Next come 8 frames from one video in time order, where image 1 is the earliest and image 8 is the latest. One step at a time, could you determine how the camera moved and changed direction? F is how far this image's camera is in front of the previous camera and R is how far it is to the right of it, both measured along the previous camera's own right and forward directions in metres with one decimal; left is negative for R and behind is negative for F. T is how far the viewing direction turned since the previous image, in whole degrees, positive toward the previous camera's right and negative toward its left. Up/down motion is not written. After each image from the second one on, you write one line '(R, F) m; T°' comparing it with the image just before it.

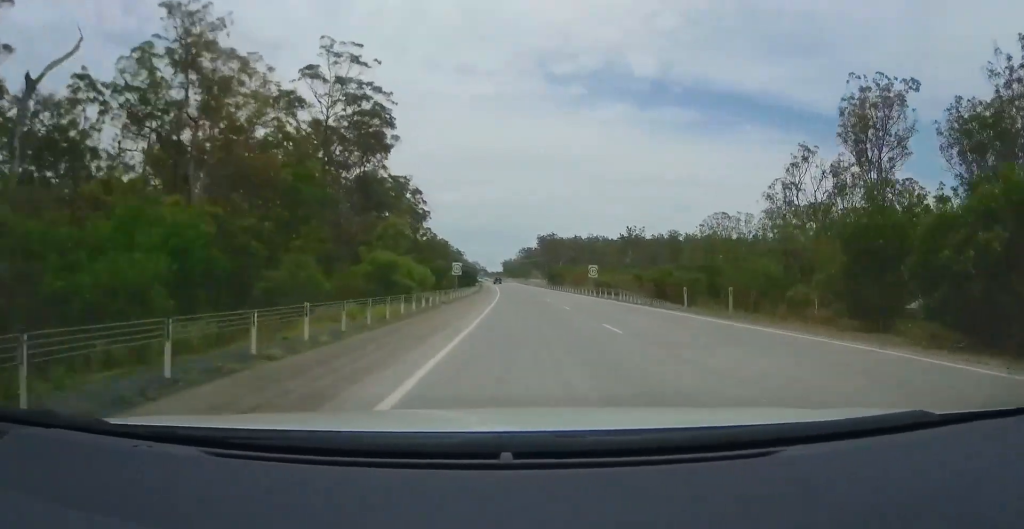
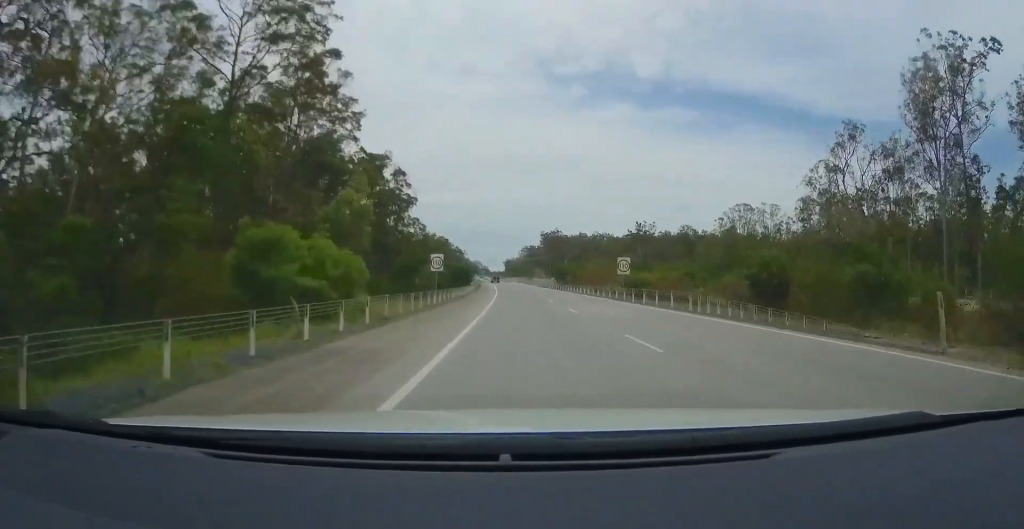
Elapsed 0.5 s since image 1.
(-0.3, +14.8) m; -1°
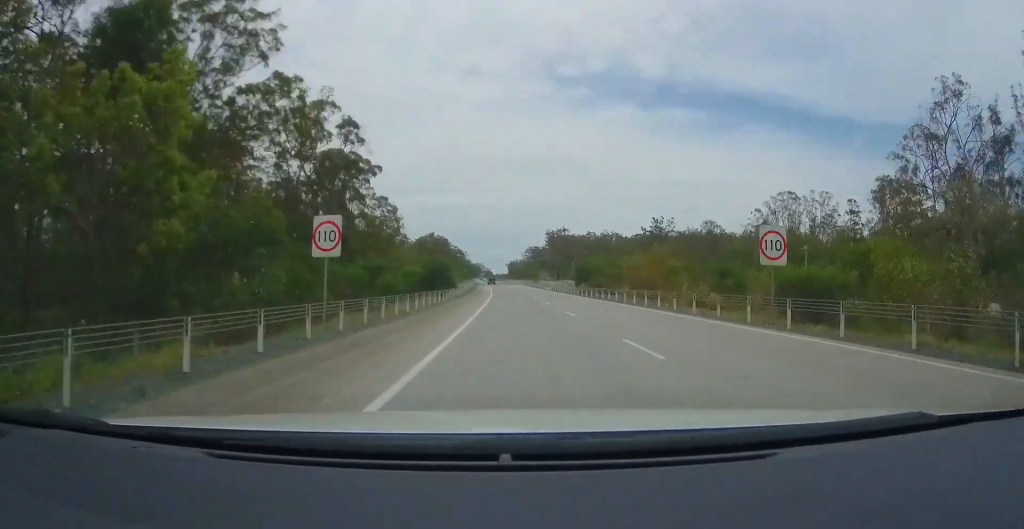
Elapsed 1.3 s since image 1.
(-0.1, +24.6) m; 0°
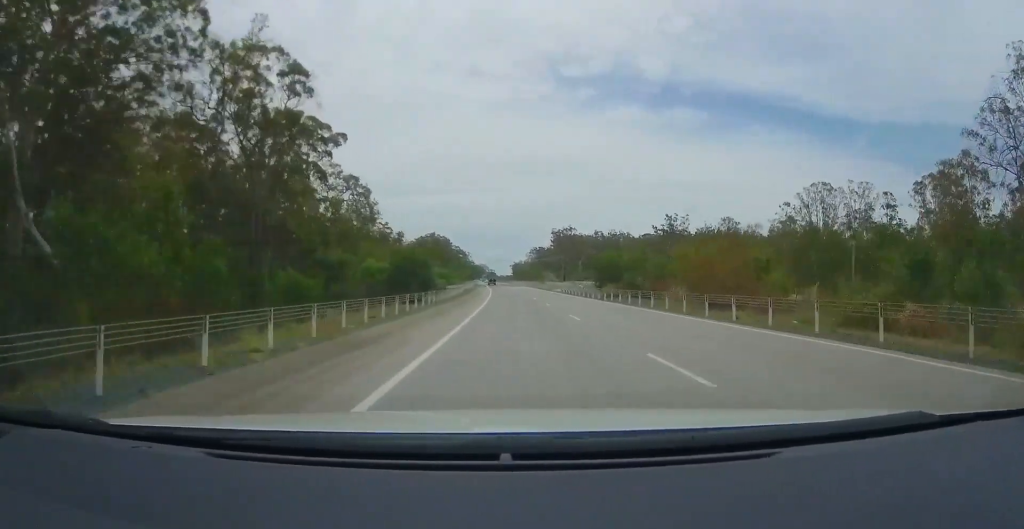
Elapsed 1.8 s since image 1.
(0.0, +14.7) m; 0°
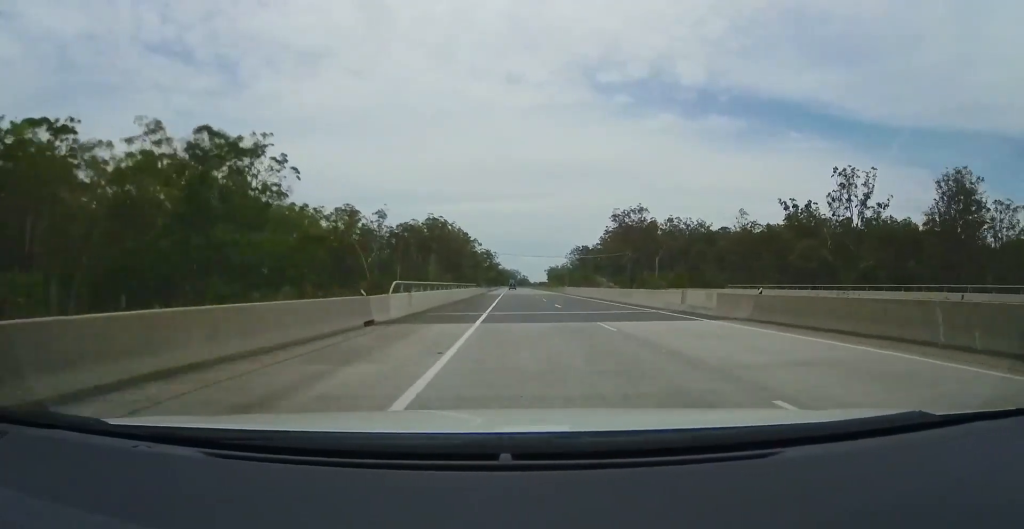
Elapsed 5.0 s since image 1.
(-1.2, +97.9) m; -2°
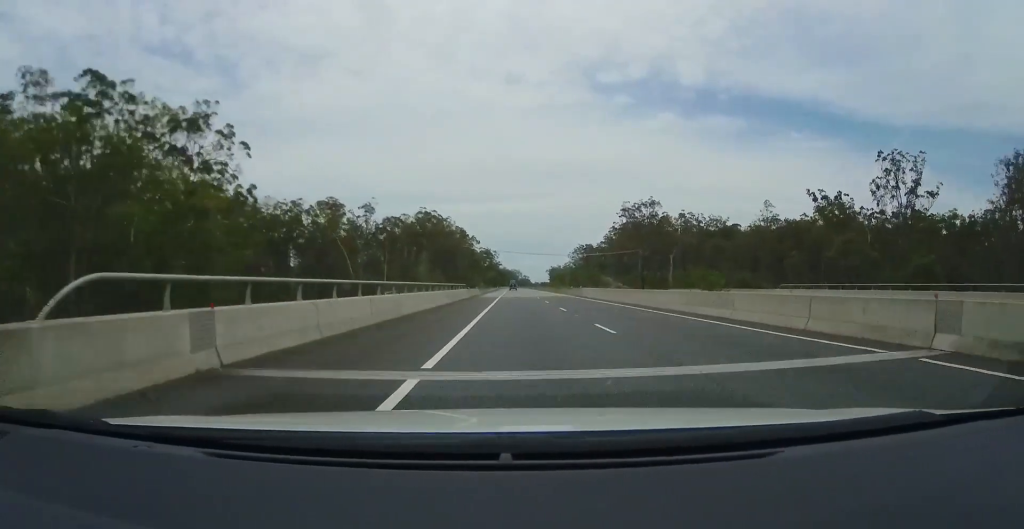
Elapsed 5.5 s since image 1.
(-0.1, +15.6) m; -1°
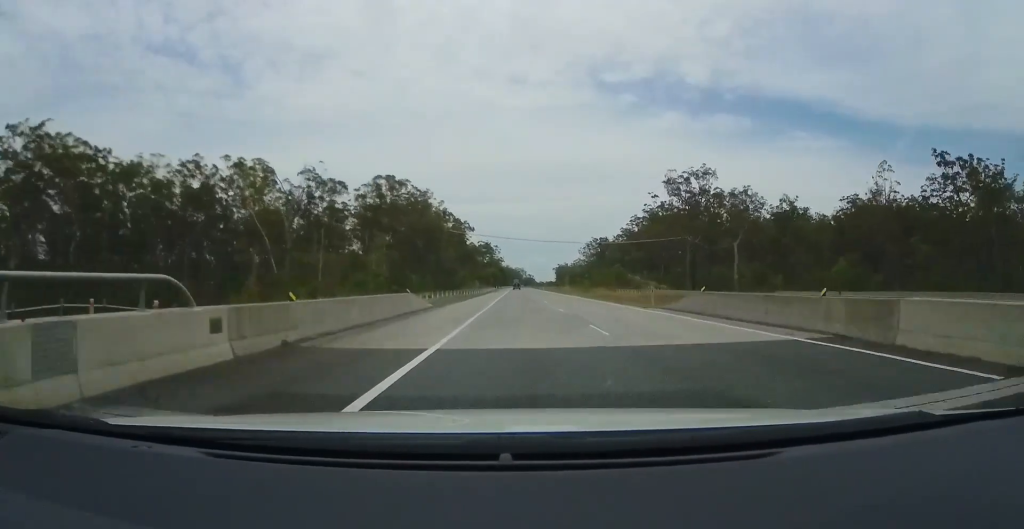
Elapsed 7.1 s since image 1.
(-0.2, +48.1) m; 0°
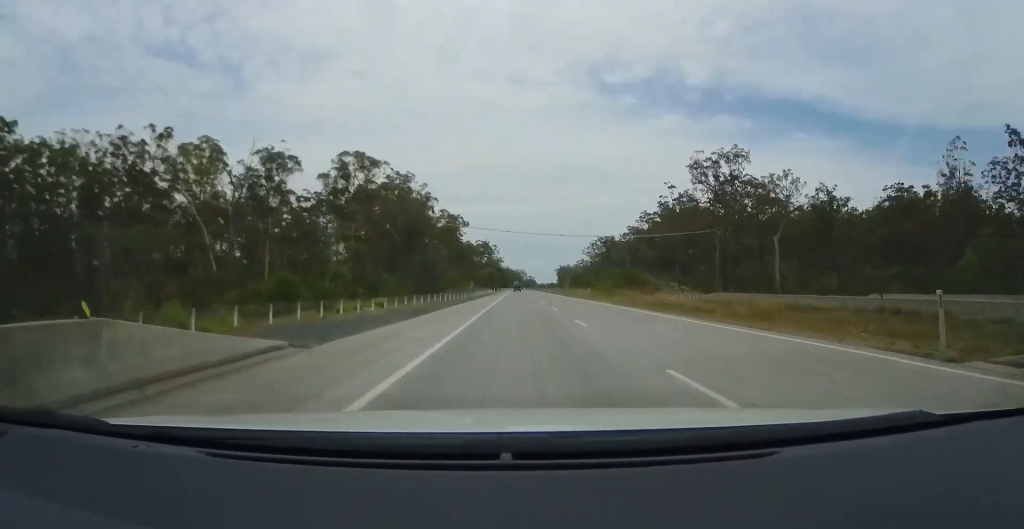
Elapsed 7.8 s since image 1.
(+0.1, +20.5) m; 0°
